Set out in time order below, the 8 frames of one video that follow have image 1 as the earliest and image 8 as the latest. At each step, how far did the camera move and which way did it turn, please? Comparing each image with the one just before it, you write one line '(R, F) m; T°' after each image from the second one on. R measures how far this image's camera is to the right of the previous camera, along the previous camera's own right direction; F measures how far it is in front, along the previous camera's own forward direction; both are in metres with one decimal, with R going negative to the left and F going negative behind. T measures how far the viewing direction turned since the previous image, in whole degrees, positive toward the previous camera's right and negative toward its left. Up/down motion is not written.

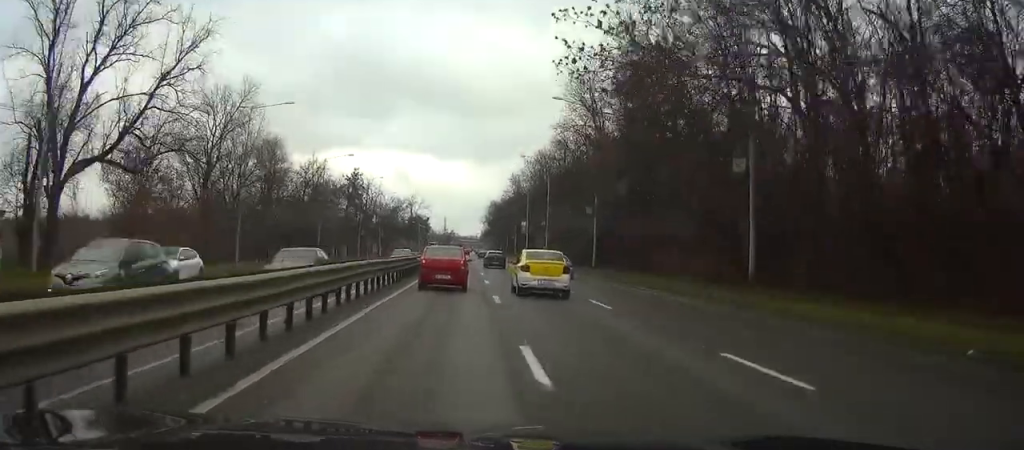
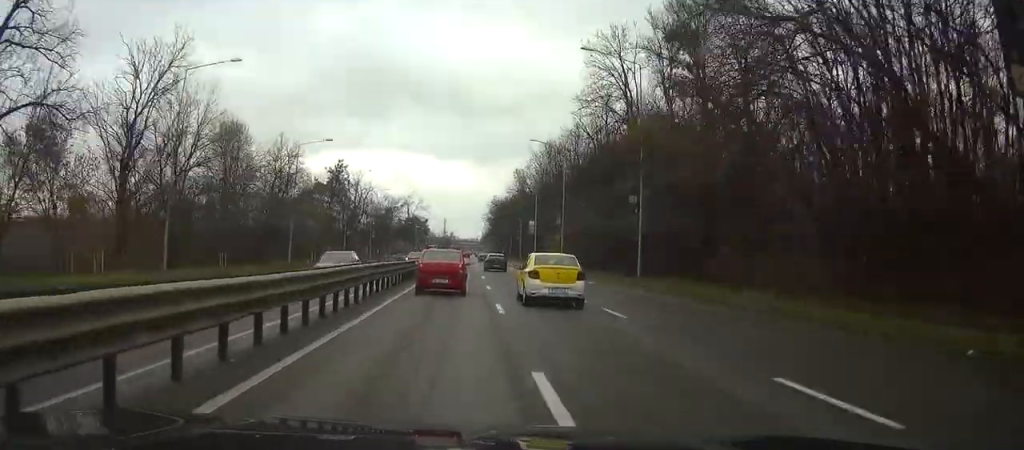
(0.0, +13.7) m; 0°
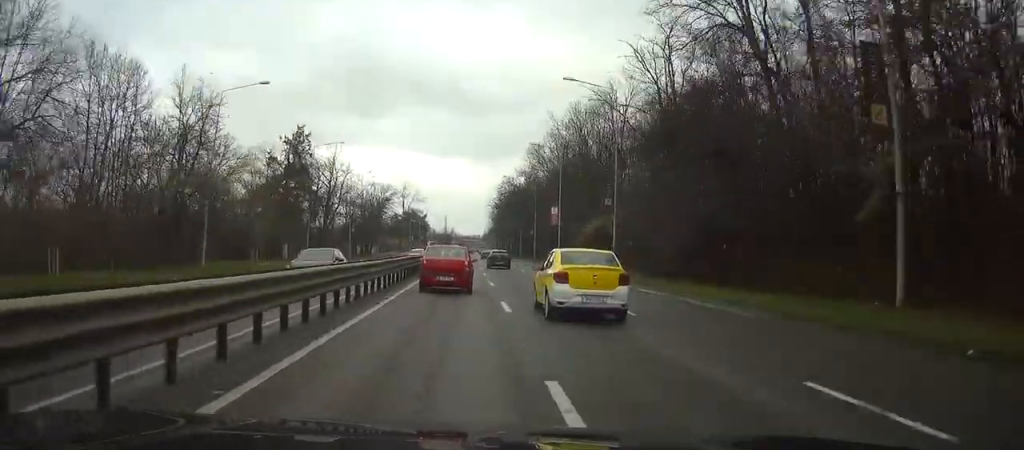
(-0.1, +24.1) m; 0°
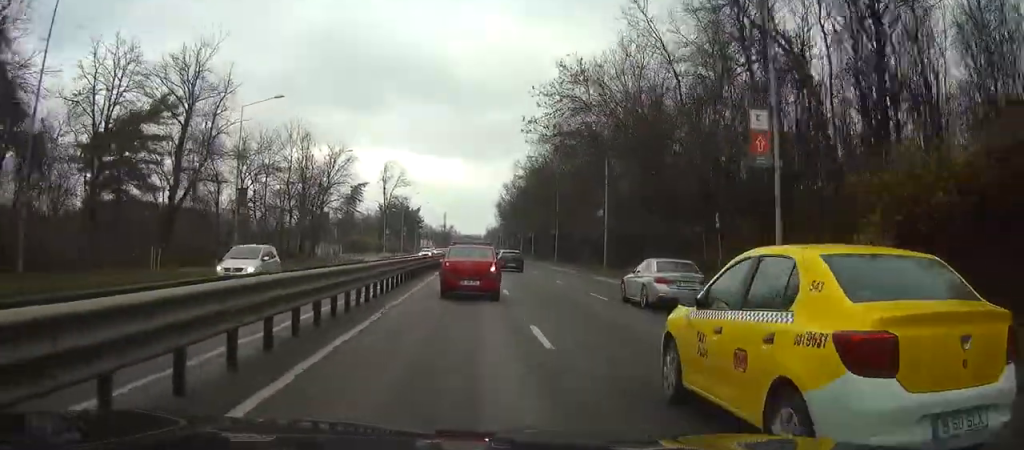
(-0.2, +52.9) m; 0°
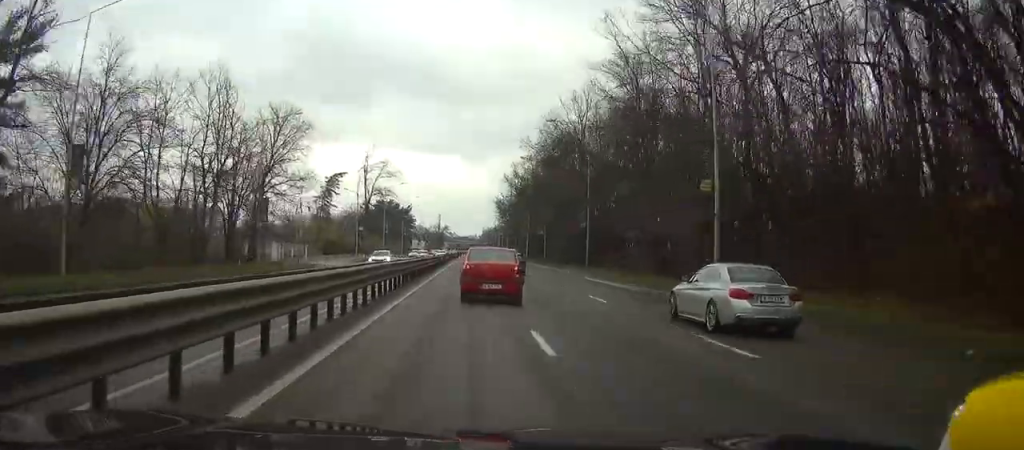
(+0.1, +24.2) m; 0°
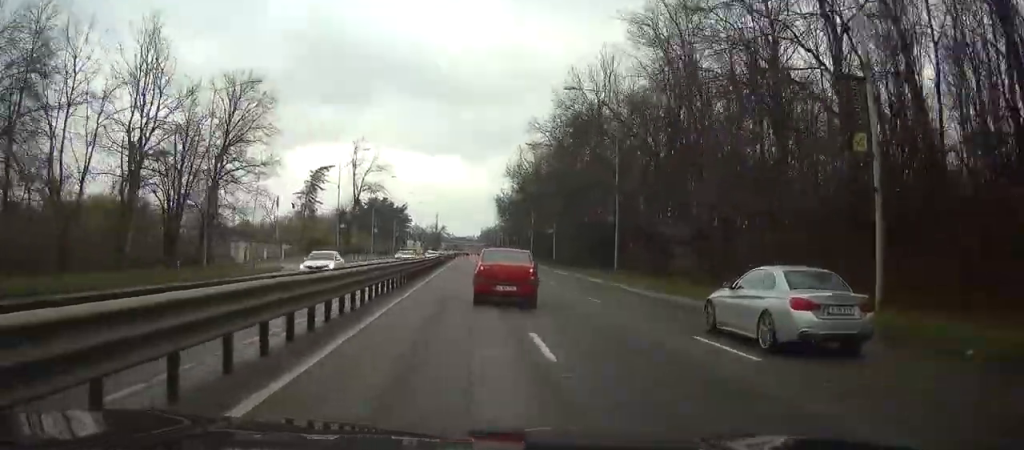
(0.0, +12.1) m; 0°
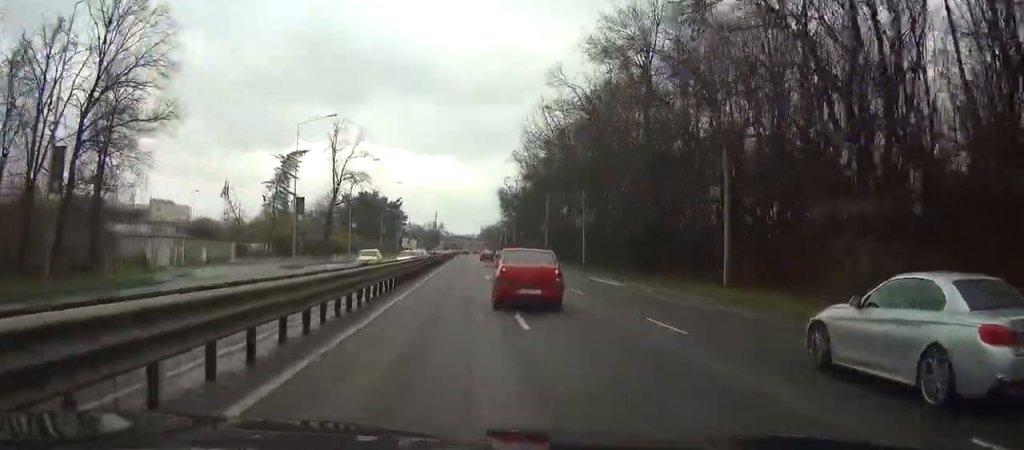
(0.0, +19.8) m; 0°
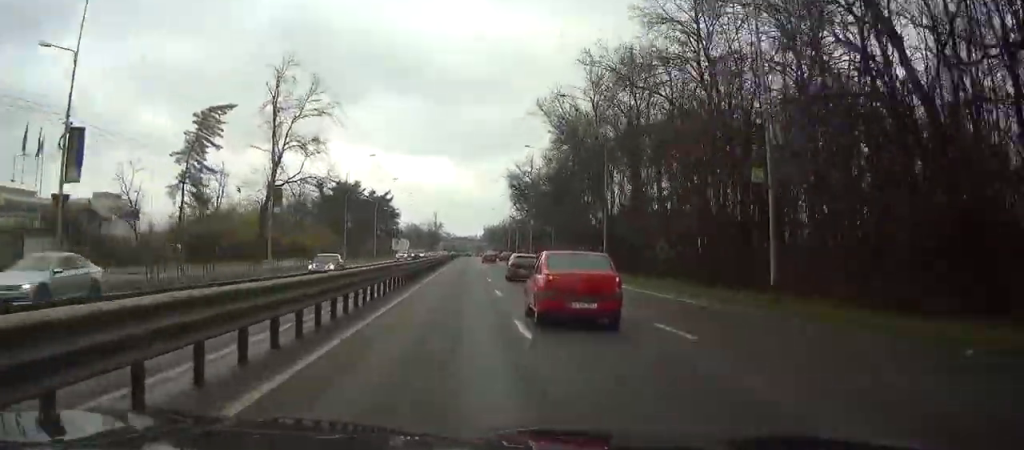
(0.0, +36.1) m; 0°
